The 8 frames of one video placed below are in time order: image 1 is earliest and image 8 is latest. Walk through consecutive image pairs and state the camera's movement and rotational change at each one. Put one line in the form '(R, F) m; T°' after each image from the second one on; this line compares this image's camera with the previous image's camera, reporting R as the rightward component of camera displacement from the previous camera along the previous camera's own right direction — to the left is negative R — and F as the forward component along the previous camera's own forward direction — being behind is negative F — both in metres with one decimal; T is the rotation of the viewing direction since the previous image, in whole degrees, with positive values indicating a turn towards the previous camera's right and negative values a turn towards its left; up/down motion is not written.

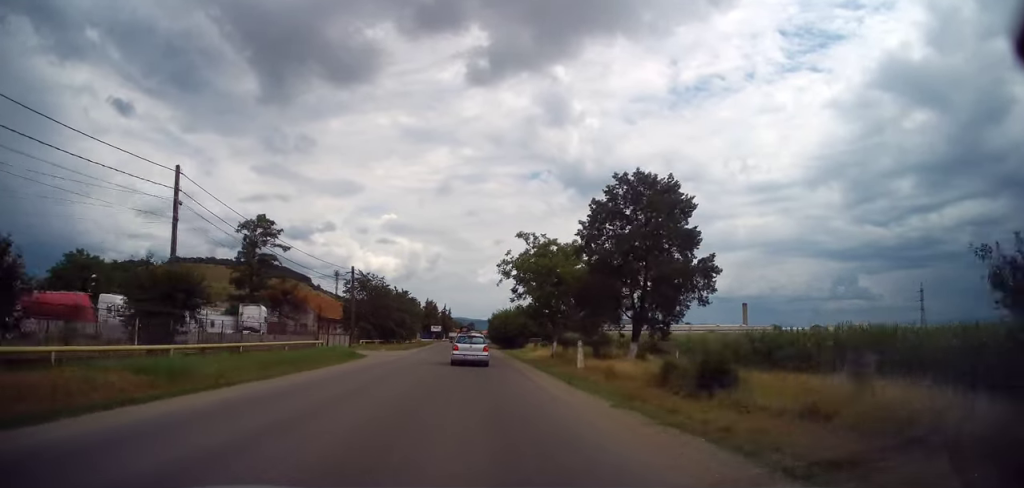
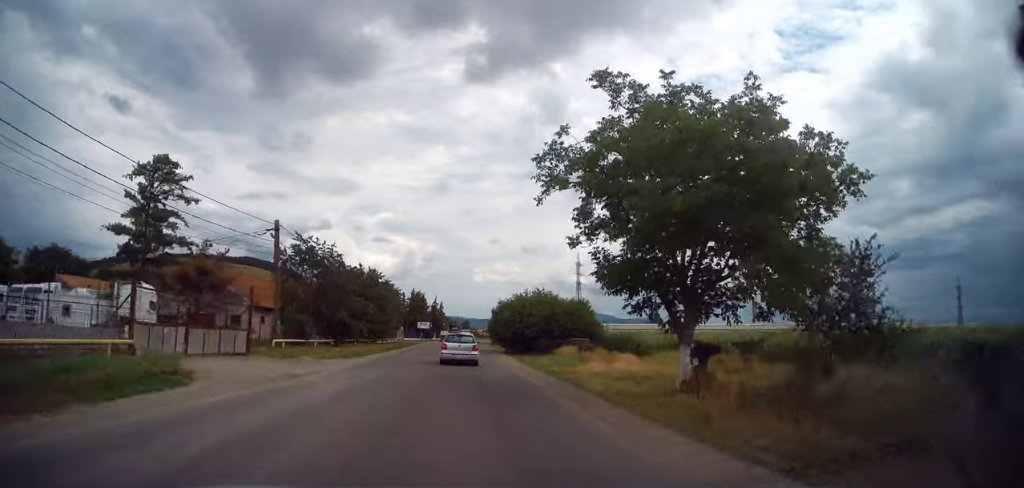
(+0.1, +21.9) m; 0°
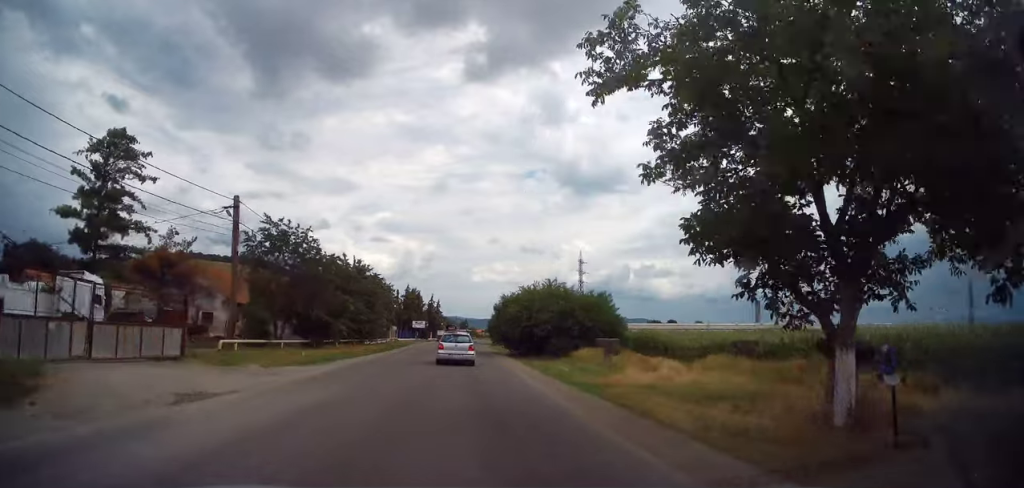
(0.0, +6.1) m; 0°
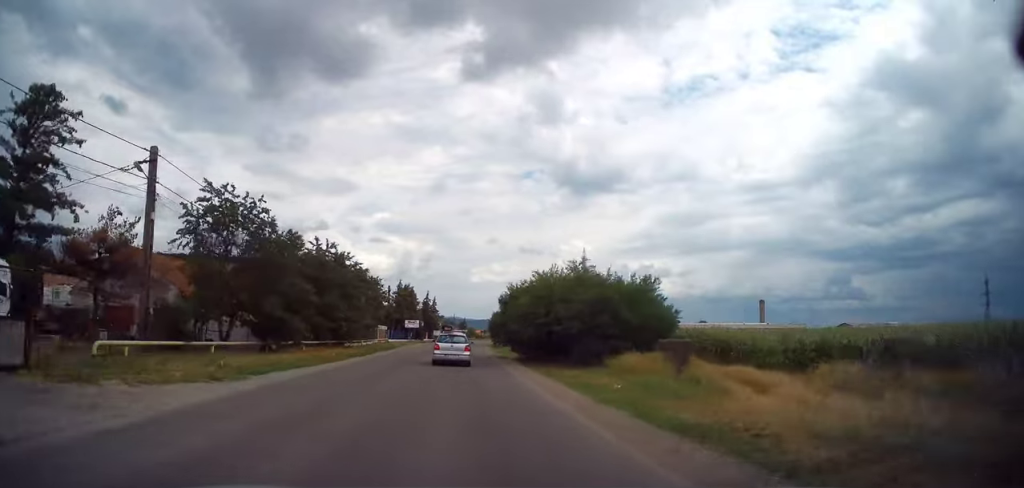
(0.0, +8.2) m; 0°
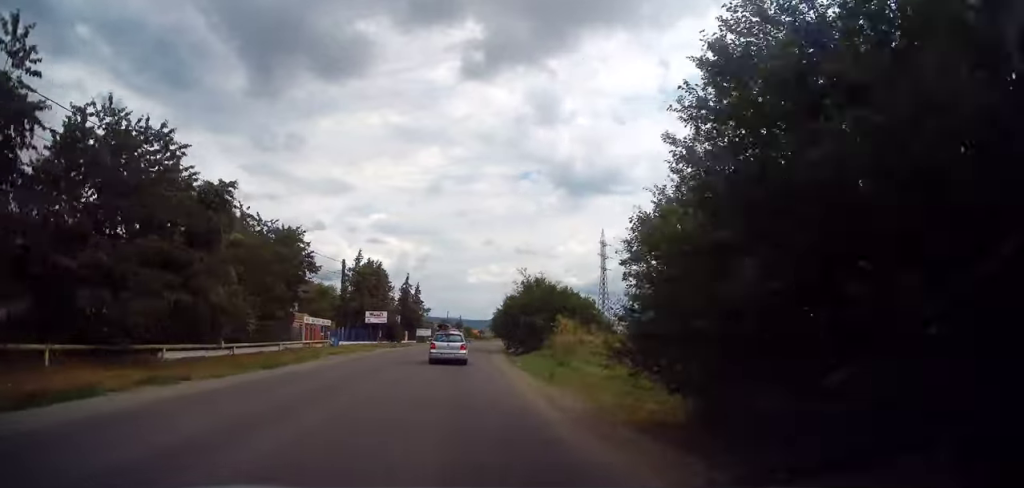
(+1.0, +27.7) m; +2°
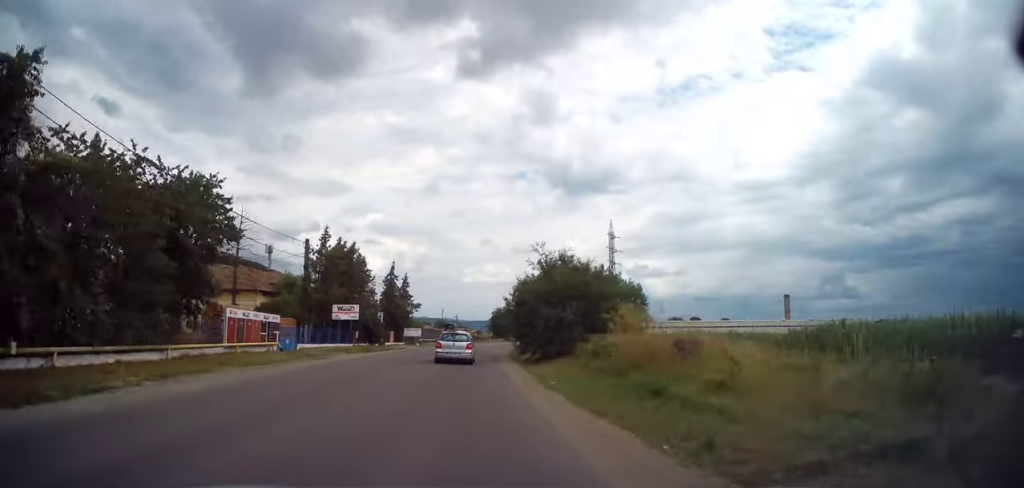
(-0.4, +11.4) m; -1°
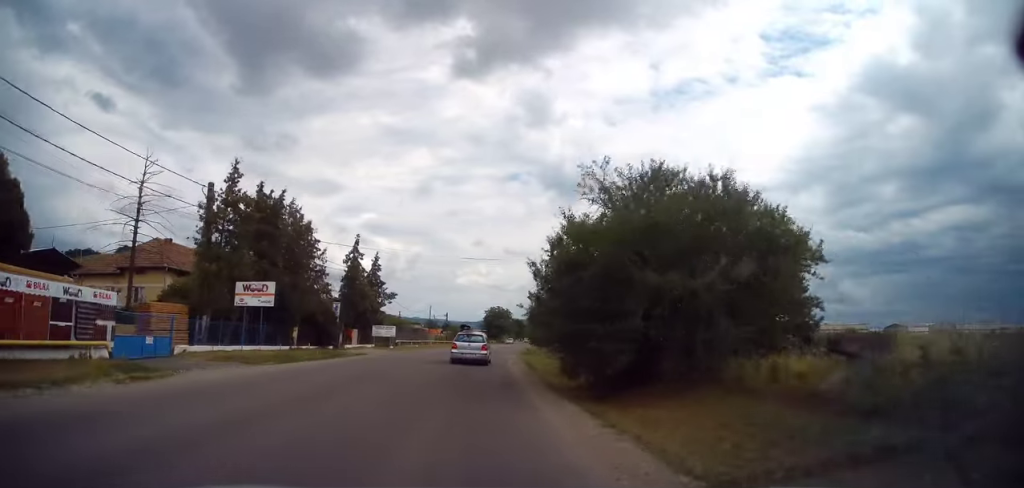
(0.0, +15.6) m; +1°
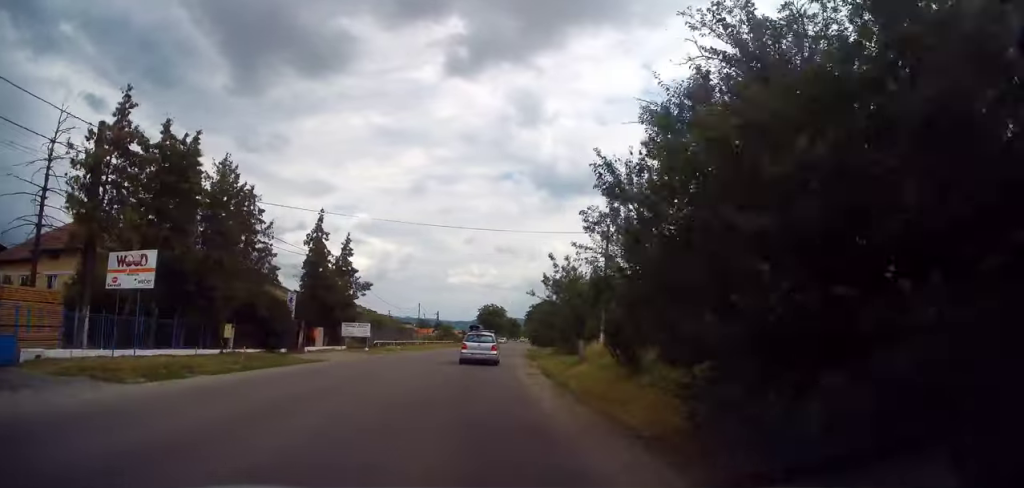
(+0.1, +8.7) m; +1°
